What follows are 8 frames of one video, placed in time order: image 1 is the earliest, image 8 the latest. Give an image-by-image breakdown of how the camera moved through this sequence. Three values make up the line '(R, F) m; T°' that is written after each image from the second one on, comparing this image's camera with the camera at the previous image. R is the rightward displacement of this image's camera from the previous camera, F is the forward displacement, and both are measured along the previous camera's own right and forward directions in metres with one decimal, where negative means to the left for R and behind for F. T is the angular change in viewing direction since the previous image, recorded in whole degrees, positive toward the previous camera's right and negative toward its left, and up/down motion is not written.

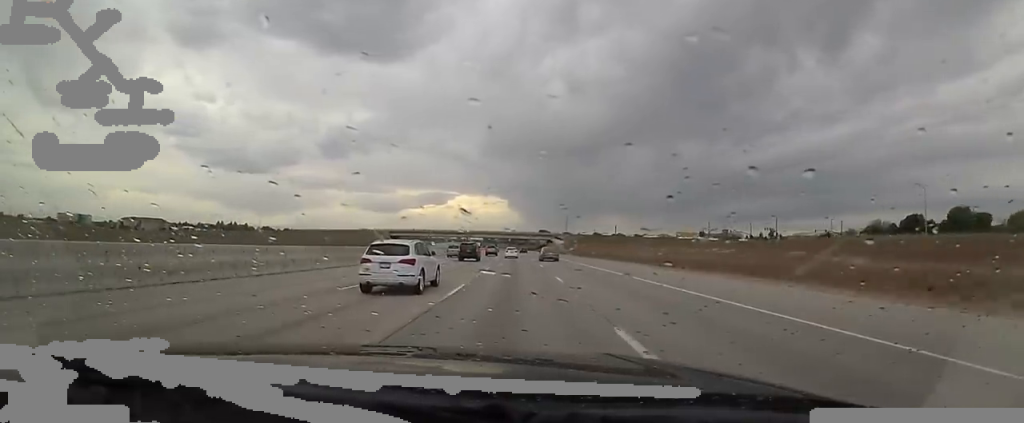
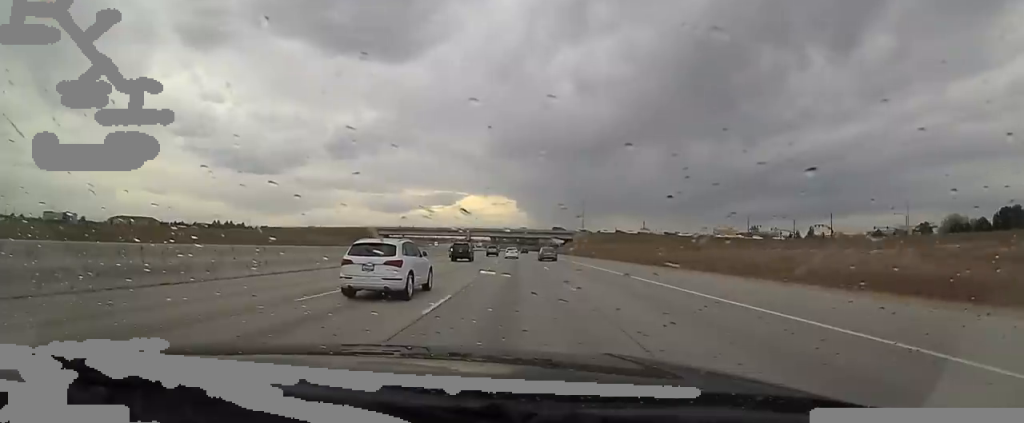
(-0.9, +34.1) m; -2°
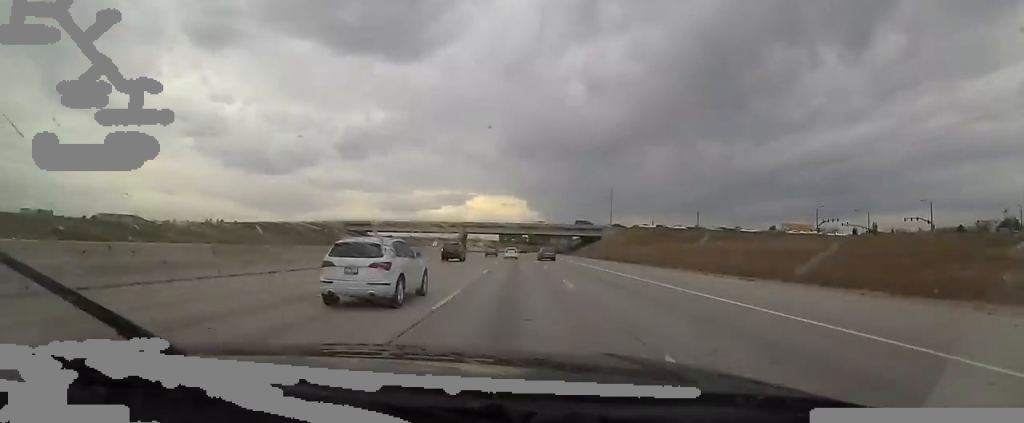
(-0.4, +44.2) m; 0°
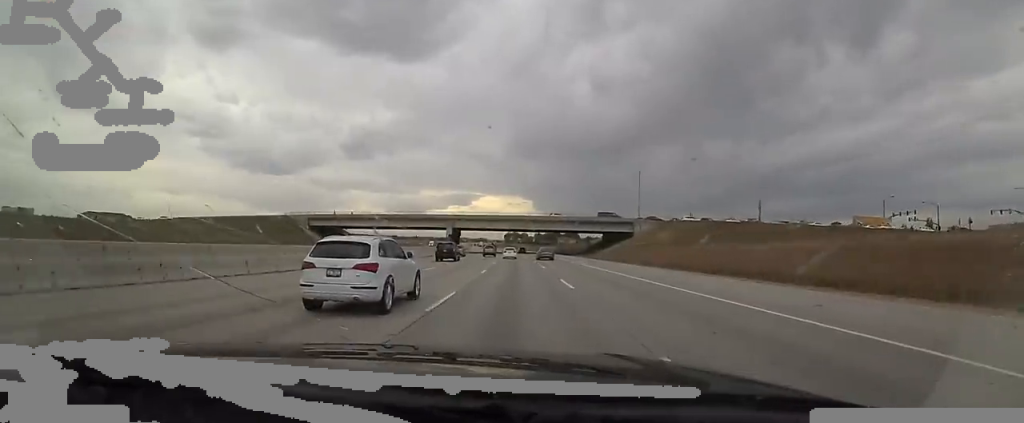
(0.0, +30.1) m; -2°
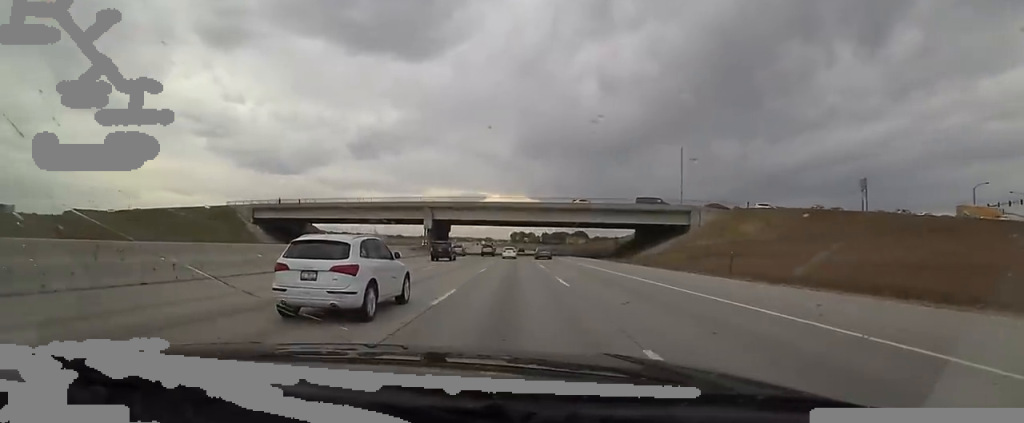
(-0.7, +28.8) m; -2°
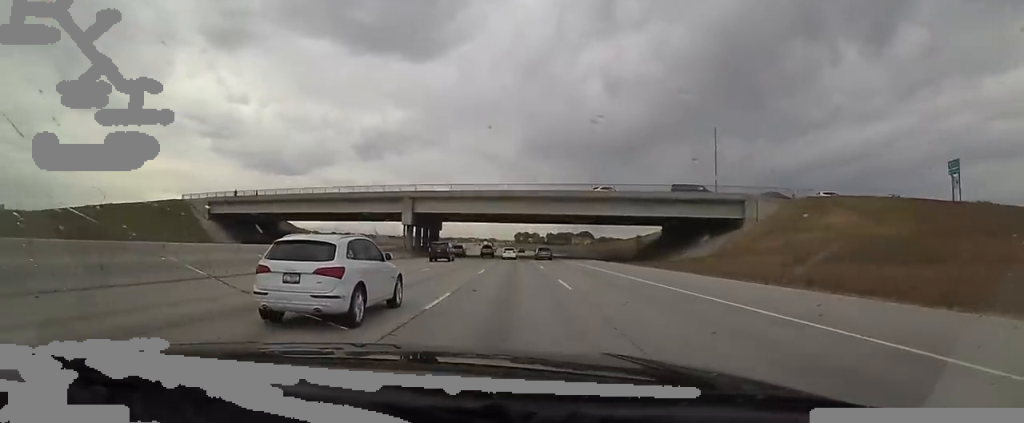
(-0.5, +15.3) m; 0°
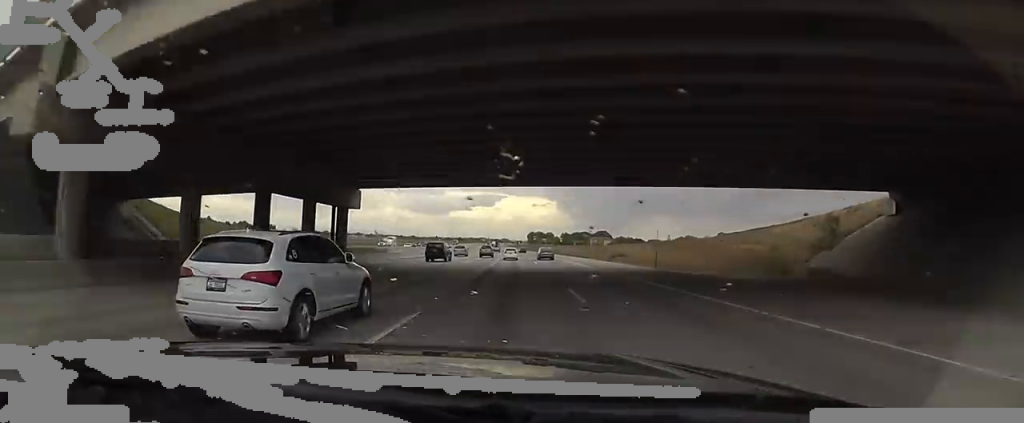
(+1.1, +48.8) m; +1°
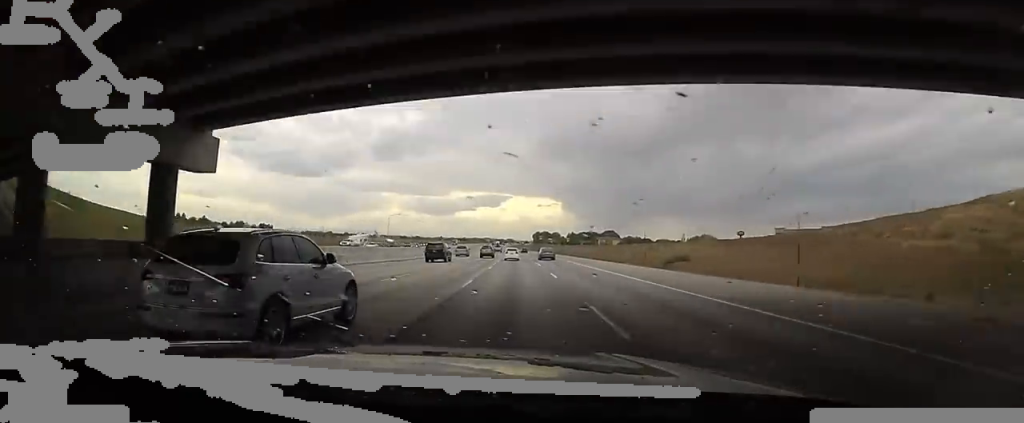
(0.0, +20.1) m; 0°
